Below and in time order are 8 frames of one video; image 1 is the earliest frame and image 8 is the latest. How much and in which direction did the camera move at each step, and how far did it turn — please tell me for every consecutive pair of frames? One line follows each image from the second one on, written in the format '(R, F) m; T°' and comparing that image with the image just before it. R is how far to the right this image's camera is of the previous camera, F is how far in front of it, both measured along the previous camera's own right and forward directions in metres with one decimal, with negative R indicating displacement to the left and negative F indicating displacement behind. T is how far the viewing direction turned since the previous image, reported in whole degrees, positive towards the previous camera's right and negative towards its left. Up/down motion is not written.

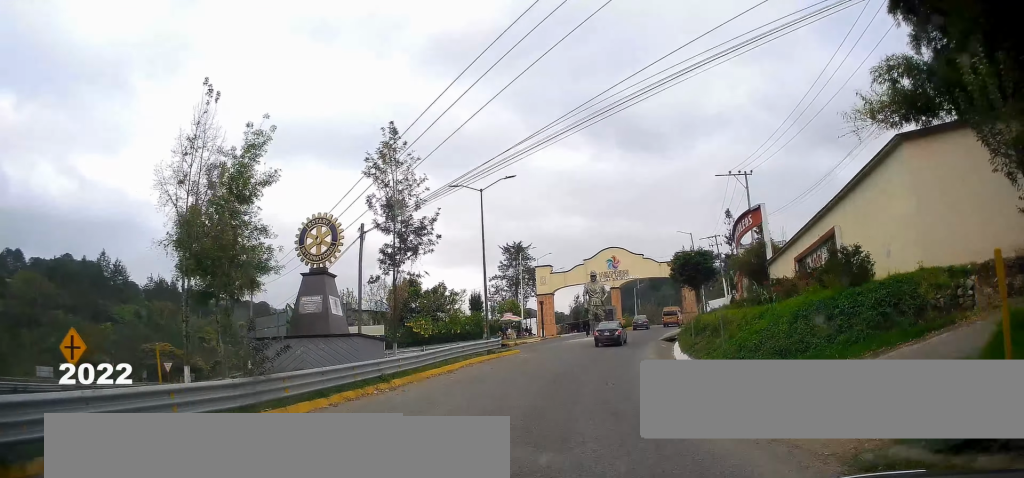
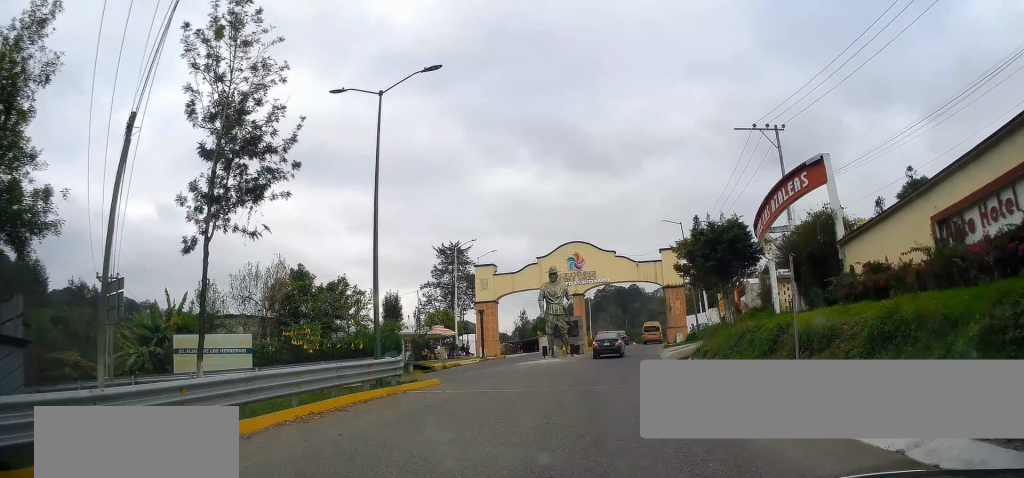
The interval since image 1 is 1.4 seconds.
(+0.3, +15.0) m; +7°
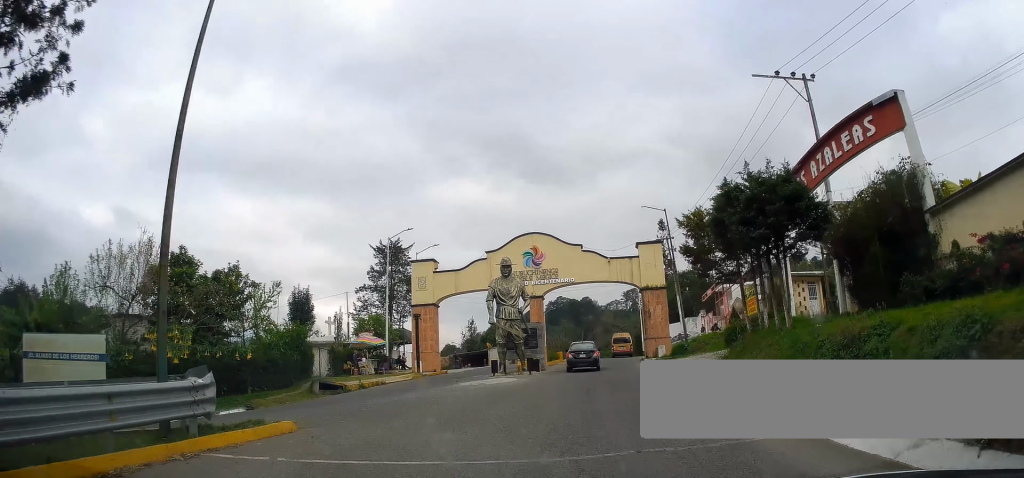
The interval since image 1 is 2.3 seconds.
(+1.2, +9.6) m; +5°
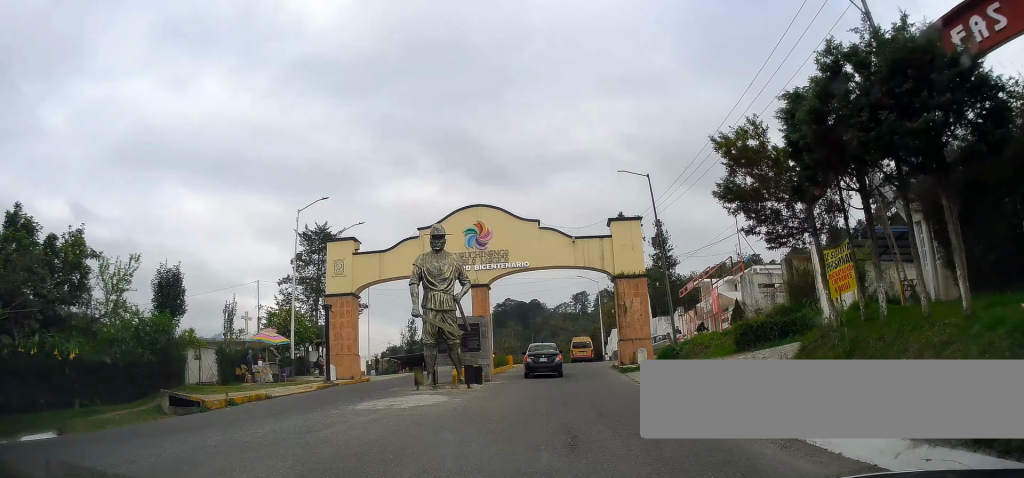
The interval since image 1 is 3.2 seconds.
(-0.1, +9.3) m; +3°
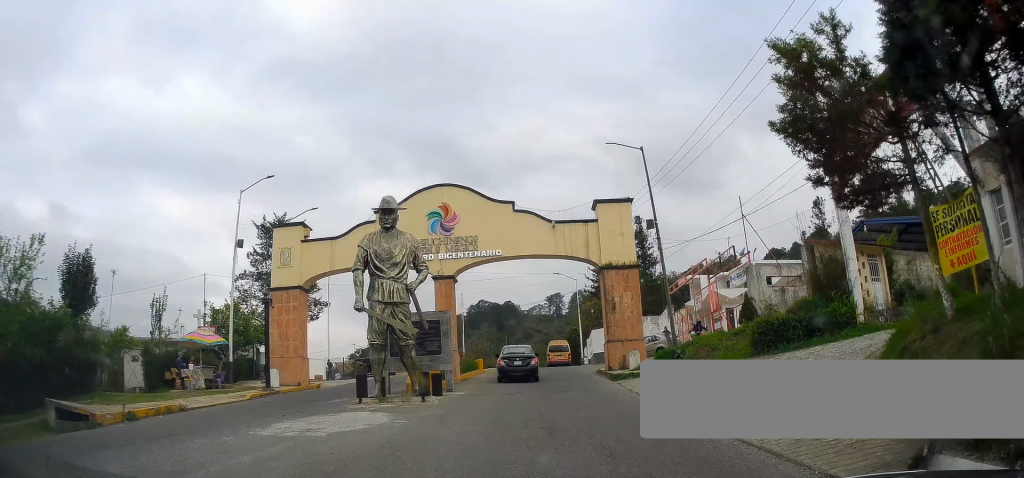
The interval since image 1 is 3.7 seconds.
(-0.1, +4.9) m; +2°
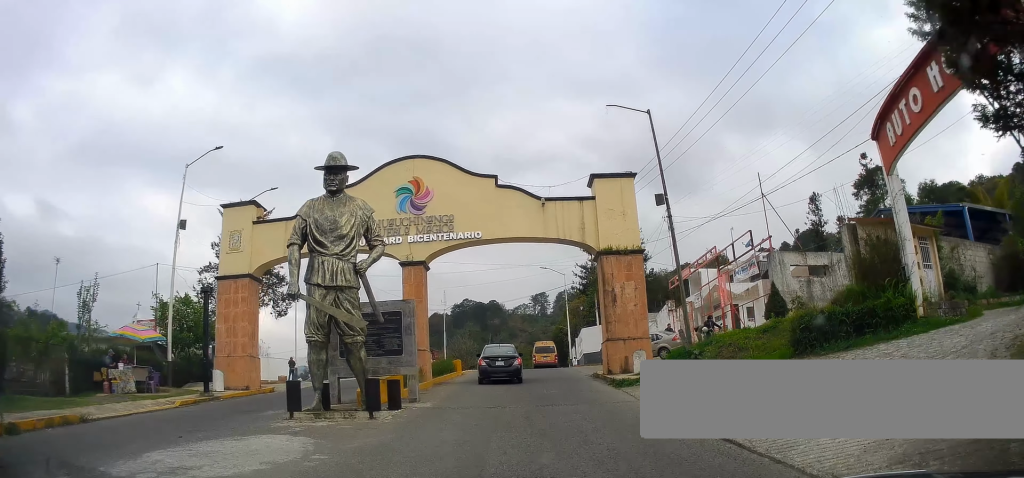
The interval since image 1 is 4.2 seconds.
(+0.4, +4.7) m; +3°
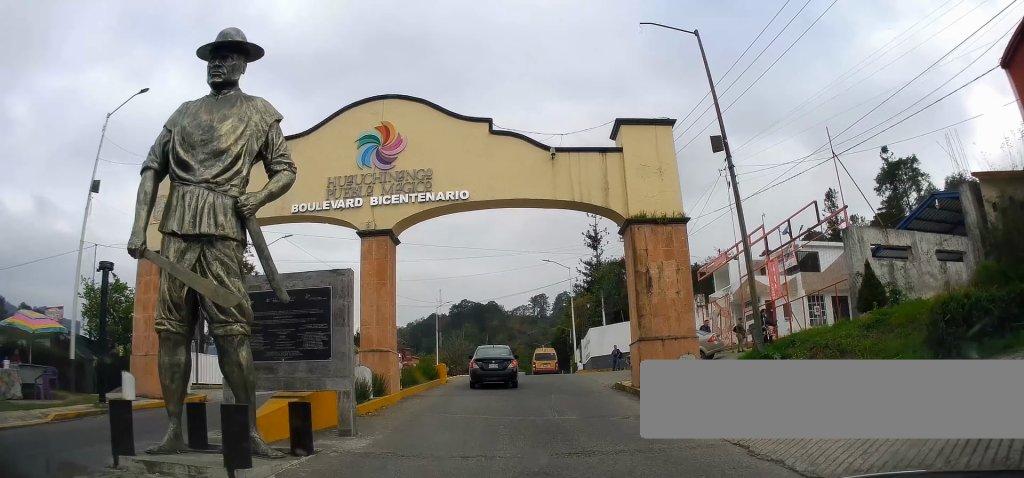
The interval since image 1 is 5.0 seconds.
(+0.3, +7.2) m; +2°
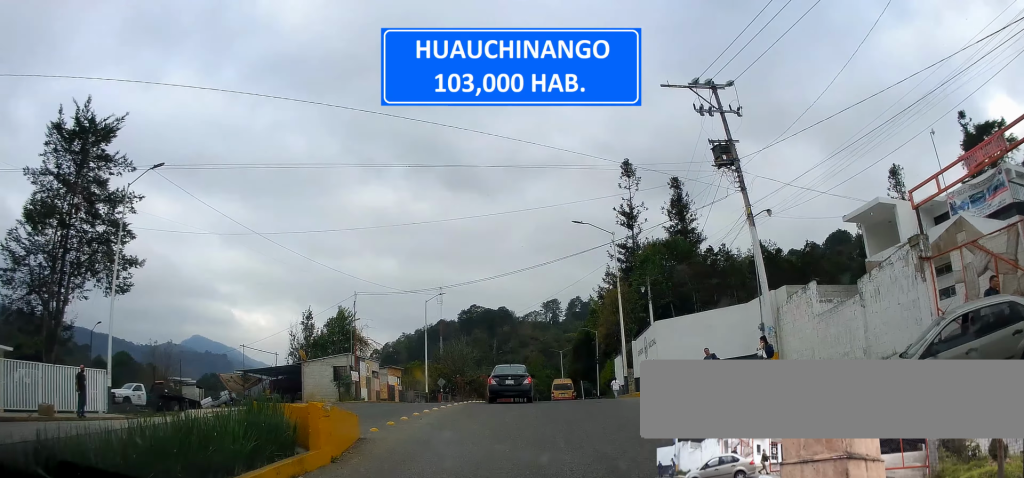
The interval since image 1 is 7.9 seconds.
(0.0, +19.8) m; -4°
